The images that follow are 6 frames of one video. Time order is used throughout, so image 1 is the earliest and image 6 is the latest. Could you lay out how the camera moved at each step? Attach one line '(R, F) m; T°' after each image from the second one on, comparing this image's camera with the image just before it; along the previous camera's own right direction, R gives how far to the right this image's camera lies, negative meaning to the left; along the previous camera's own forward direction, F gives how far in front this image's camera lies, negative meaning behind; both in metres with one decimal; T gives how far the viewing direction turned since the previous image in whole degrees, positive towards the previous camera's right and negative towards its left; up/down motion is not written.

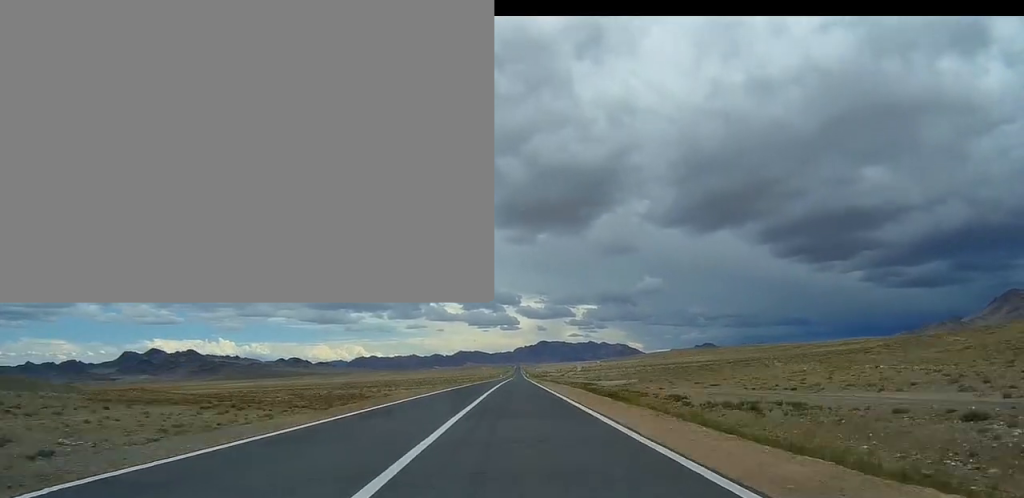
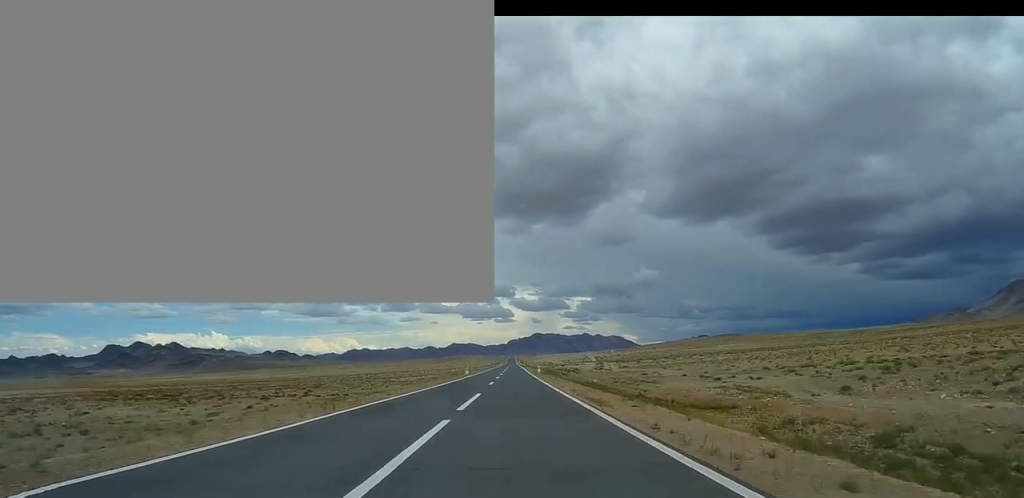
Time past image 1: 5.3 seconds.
(+0.9, +137.3) m; 0°
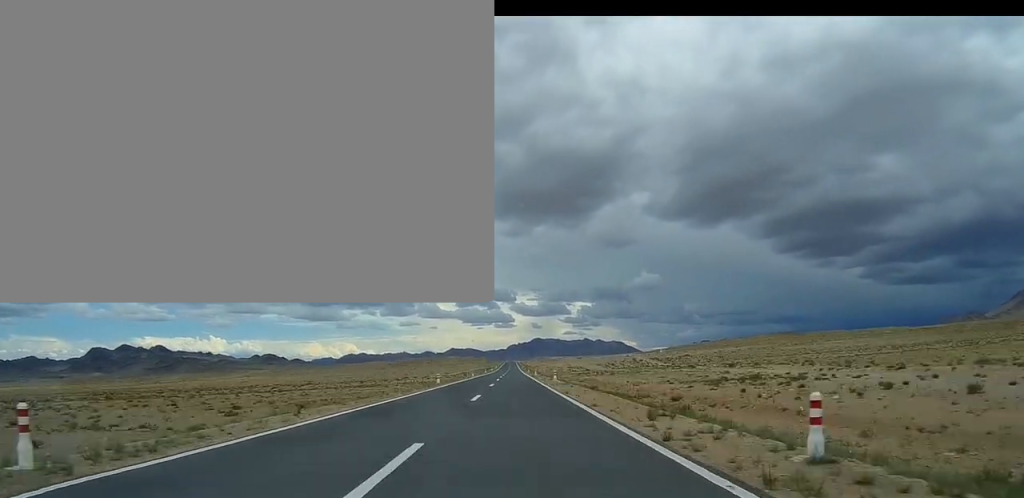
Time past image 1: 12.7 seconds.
(+0.4, +182.6) m; 0°
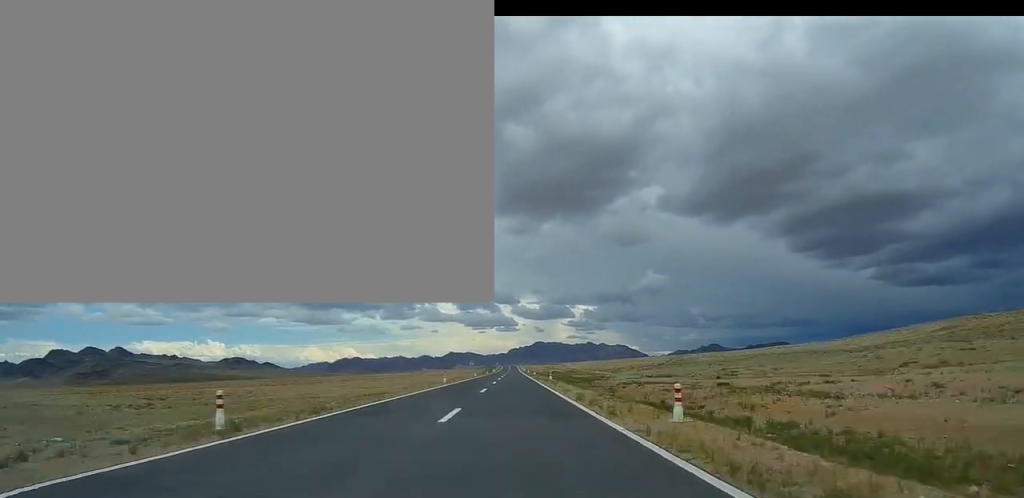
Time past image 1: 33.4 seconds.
(-0.8, +509.4) m; -1°
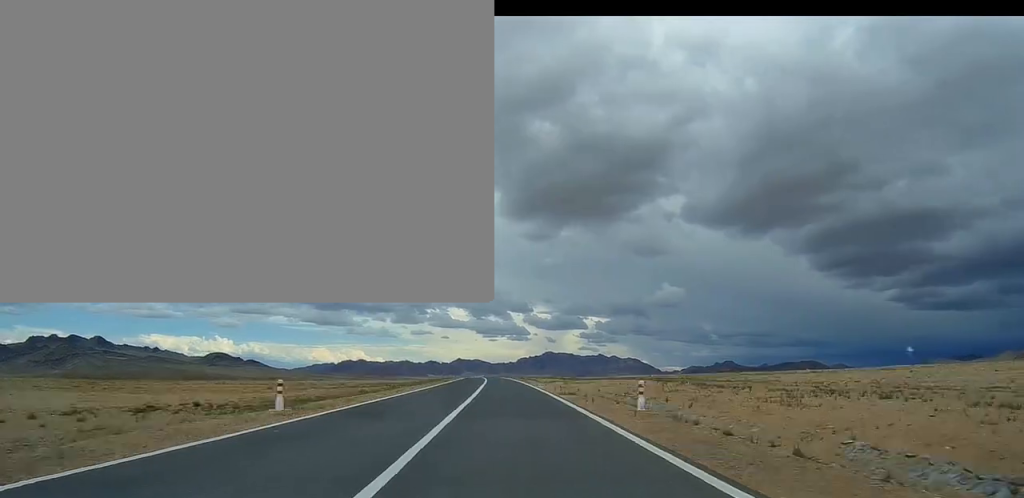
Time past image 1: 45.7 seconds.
(-5.2, +316.8) m; -5°
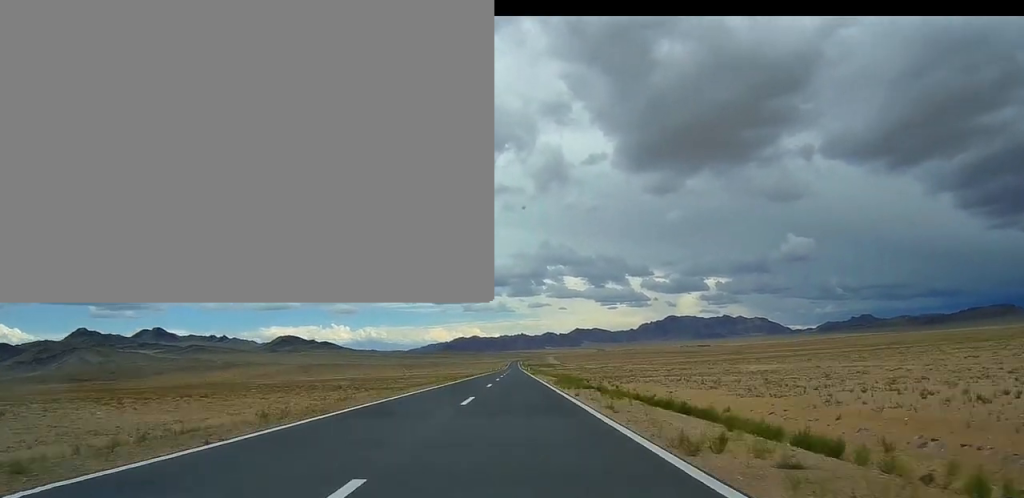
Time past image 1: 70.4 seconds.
(-57.5, +666.2) m; -6°
